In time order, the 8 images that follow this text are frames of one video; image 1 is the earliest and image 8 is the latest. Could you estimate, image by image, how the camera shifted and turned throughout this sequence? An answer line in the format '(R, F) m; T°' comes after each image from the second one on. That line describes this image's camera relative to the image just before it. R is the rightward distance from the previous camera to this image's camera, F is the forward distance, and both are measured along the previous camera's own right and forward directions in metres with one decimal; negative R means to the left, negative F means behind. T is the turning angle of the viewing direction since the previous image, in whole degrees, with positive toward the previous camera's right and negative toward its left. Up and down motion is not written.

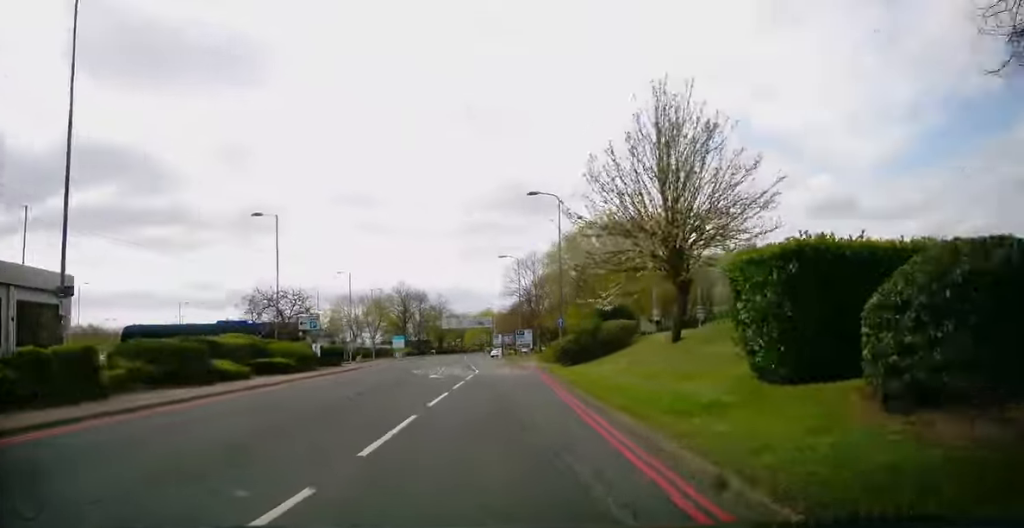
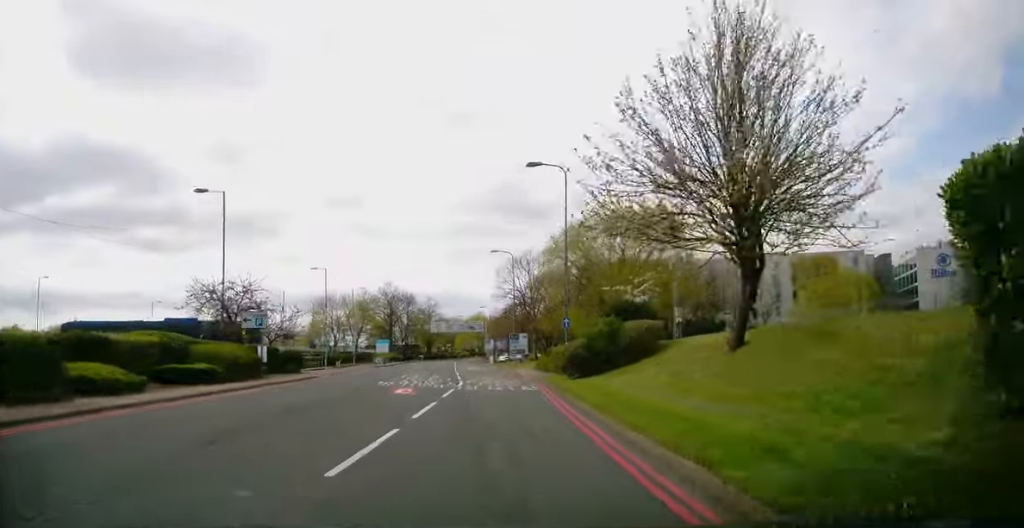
(-0.1, +7.2) m; -1°
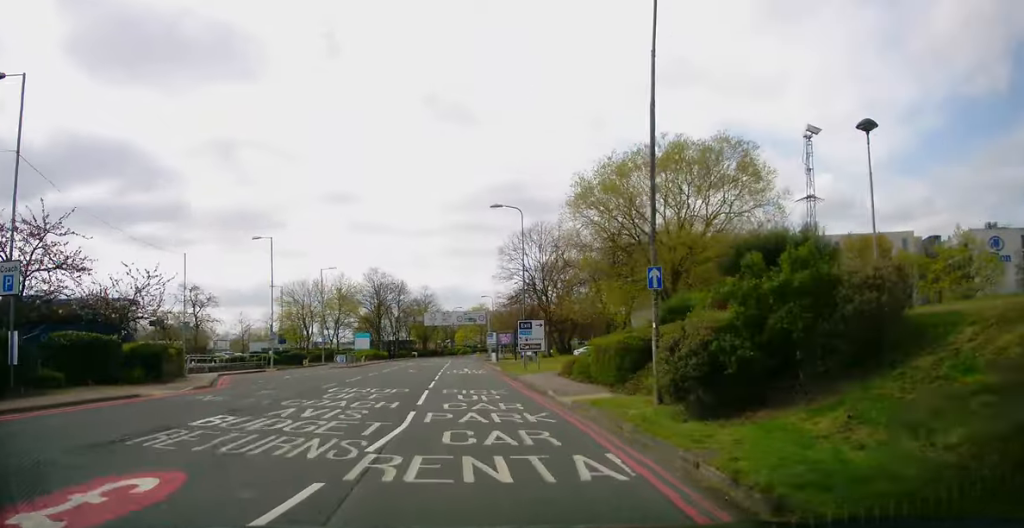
(-0.1, +16.5) m; 0°
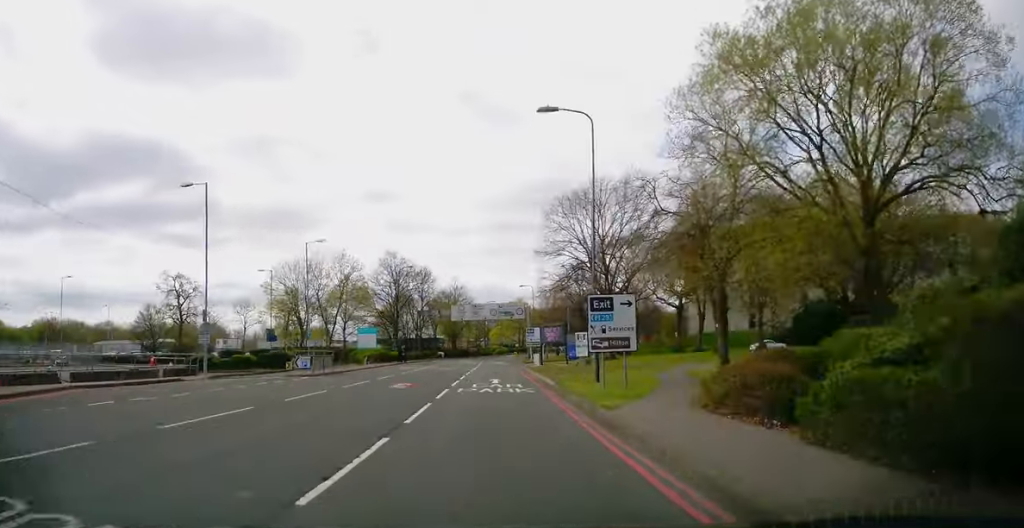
(0.0, +16.7) m; -1°
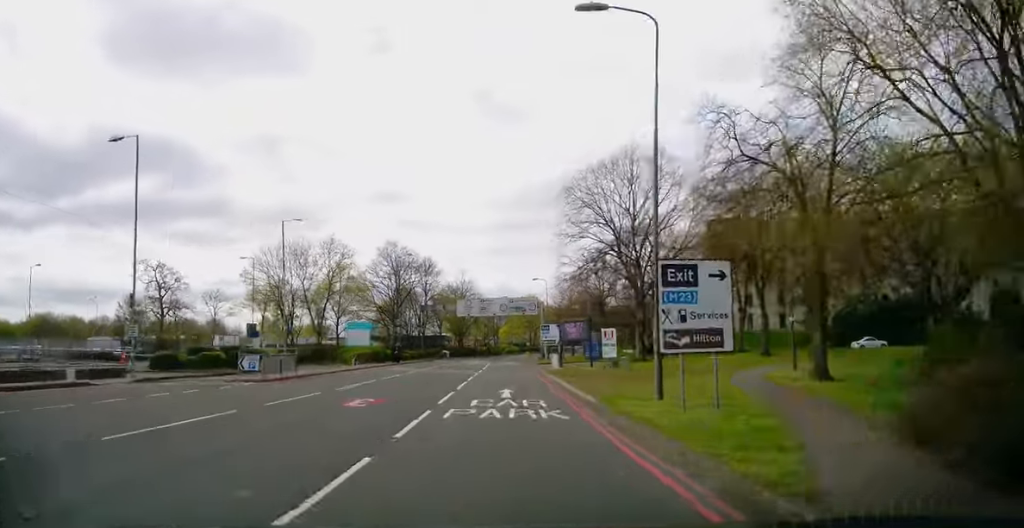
(0.0, +7.8) m; -1°
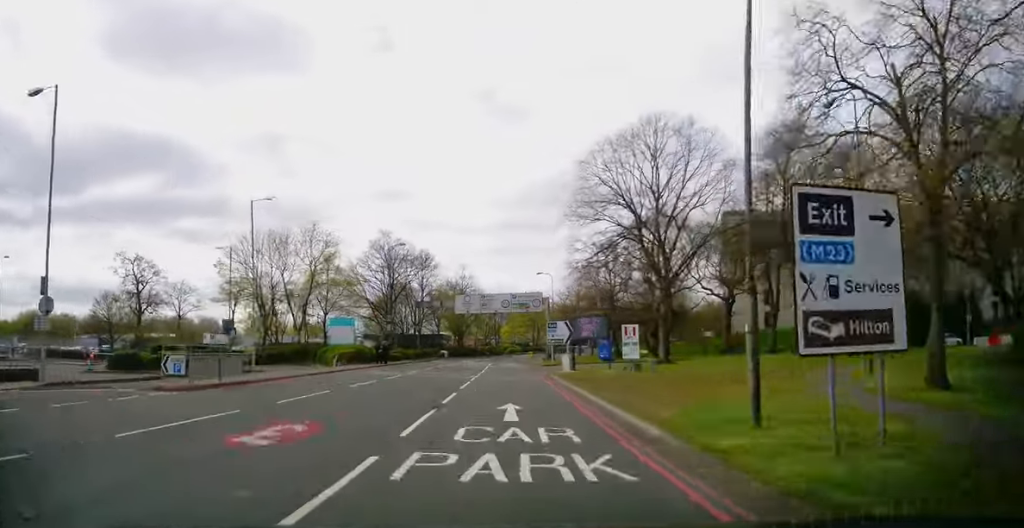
(-0.1, +5.8) m; -1°
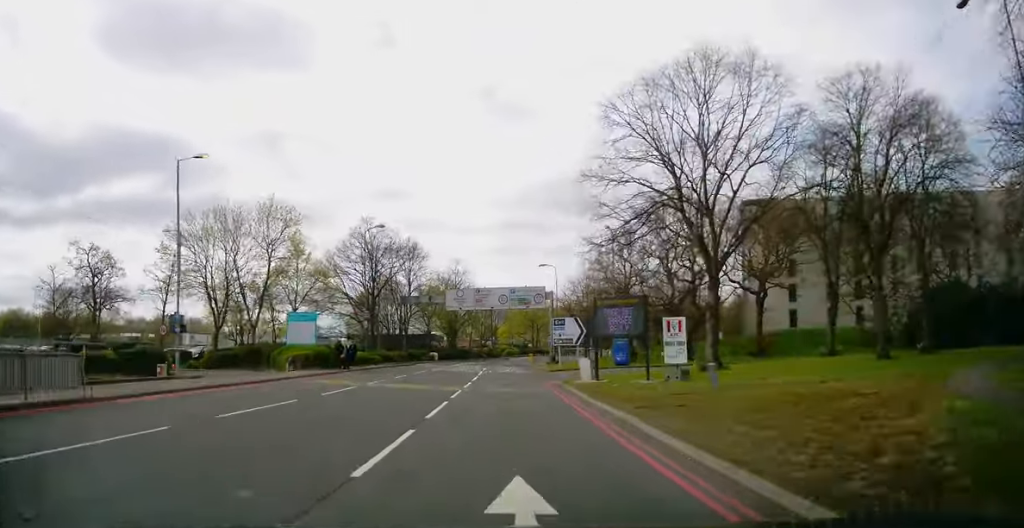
(-0.1, +8.8) m; 0°
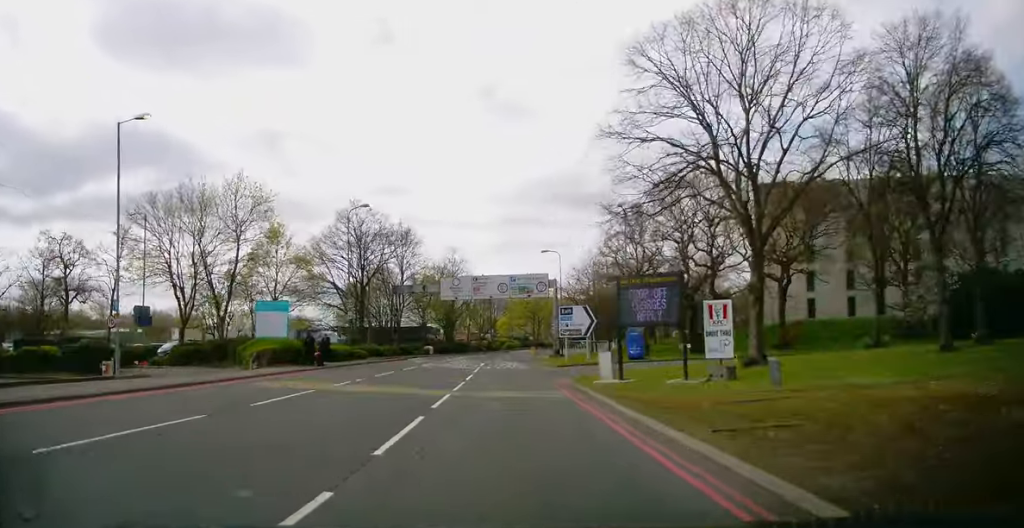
(-0.2, +5.0) m; +1°
